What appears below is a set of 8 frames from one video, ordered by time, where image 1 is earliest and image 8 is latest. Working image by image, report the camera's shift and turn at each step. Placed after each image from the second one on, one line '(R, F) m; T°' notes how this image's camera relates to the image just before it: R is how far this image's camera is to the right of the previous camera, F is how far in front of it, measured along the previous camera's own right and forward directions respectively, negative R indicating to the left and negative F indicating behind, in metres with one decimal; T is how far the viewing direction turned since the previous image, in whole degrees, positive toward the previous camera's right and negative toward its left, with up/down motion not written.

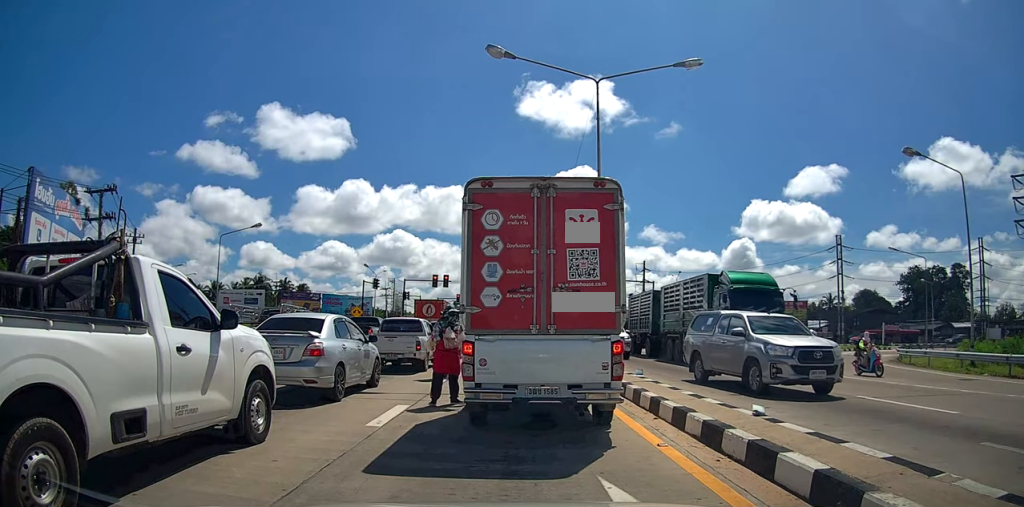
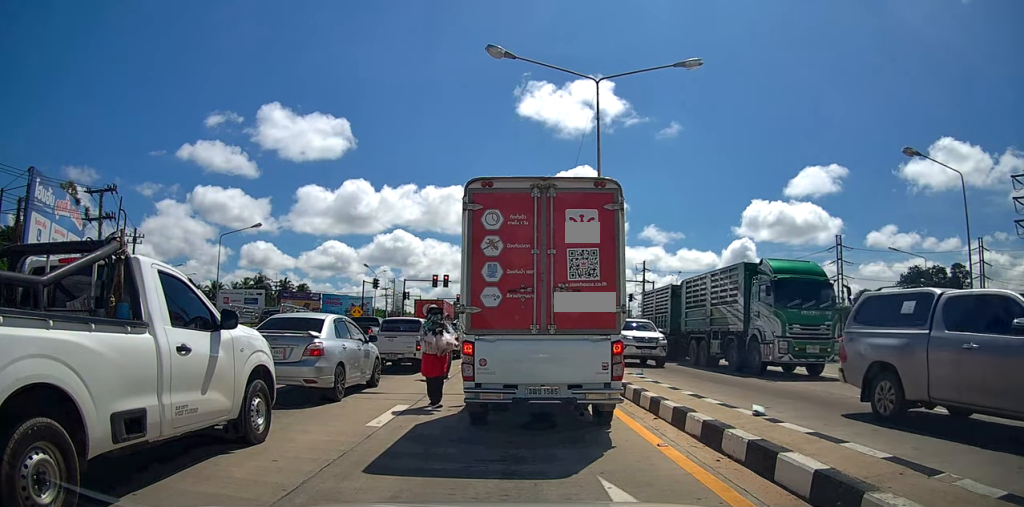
(0.0, 0.0) m; 0°
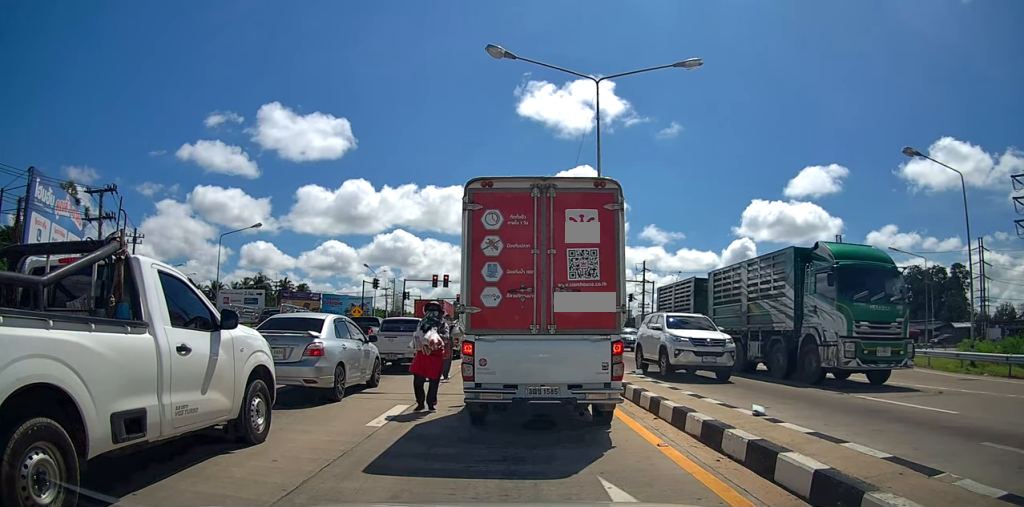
(0.0, 0.0) m; 0°
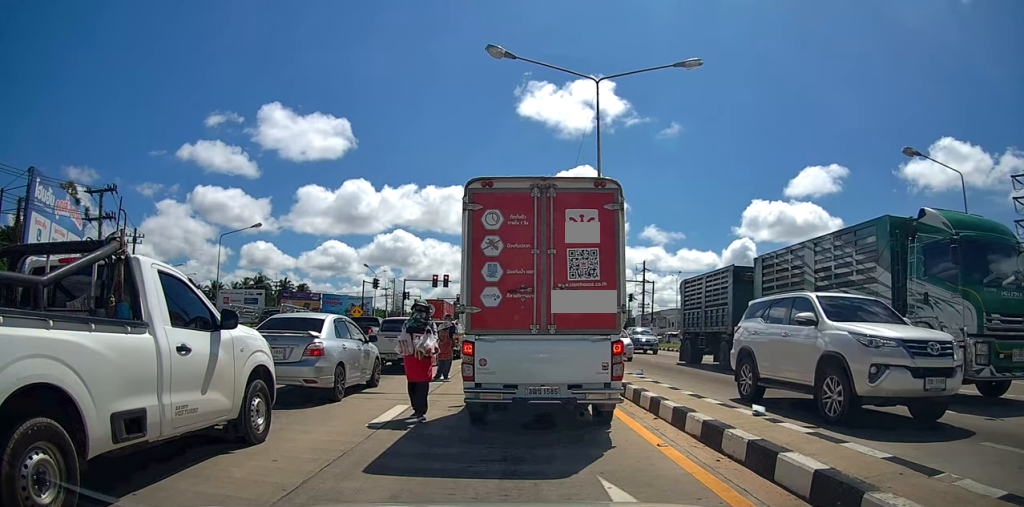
(0.0, 0.0) m; 0°
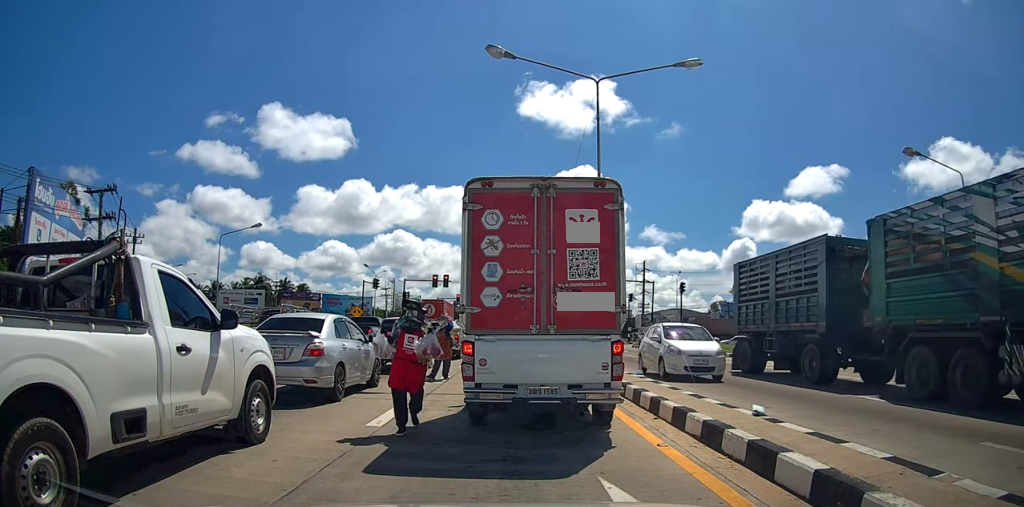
(0.0, 0.0) m; 0°
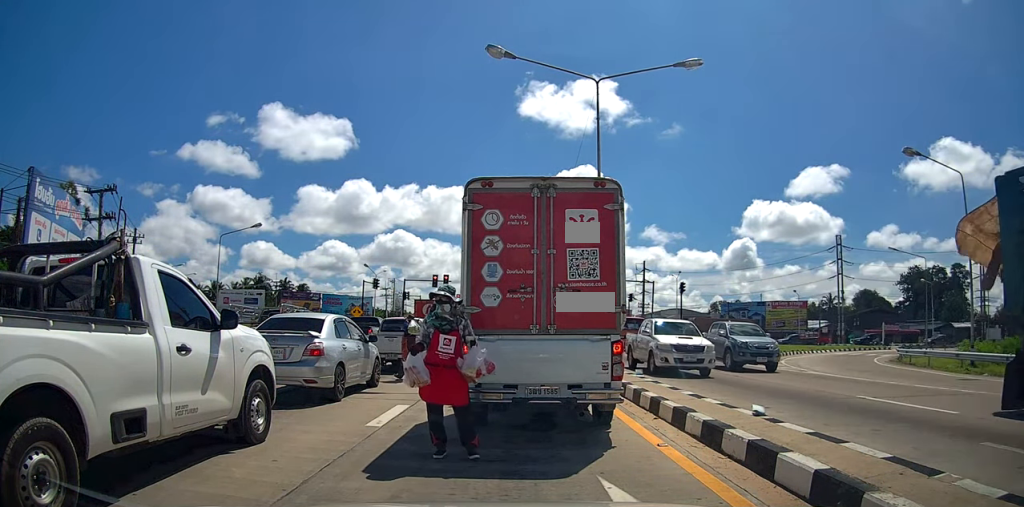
(0.0, 0.0) m; 0°
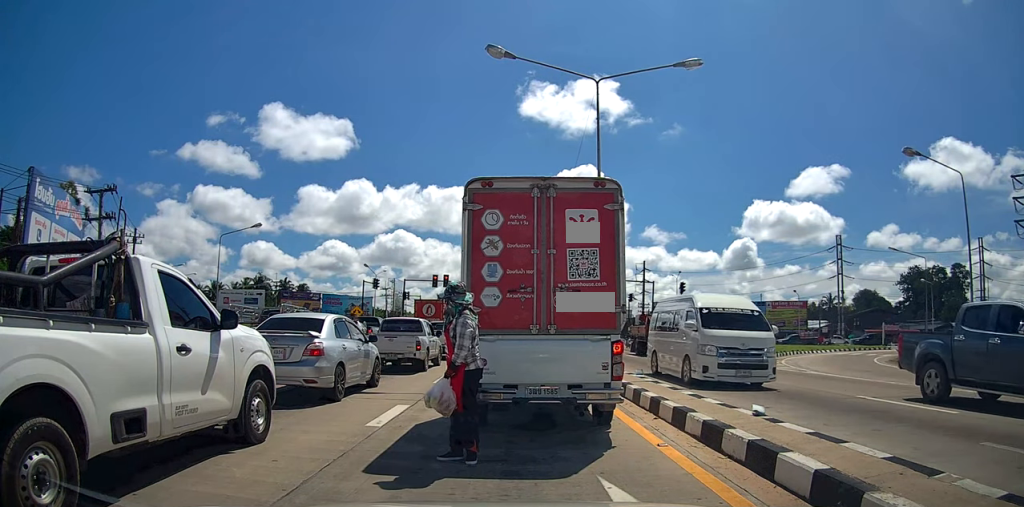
(0.0, 0.0) m; 0°
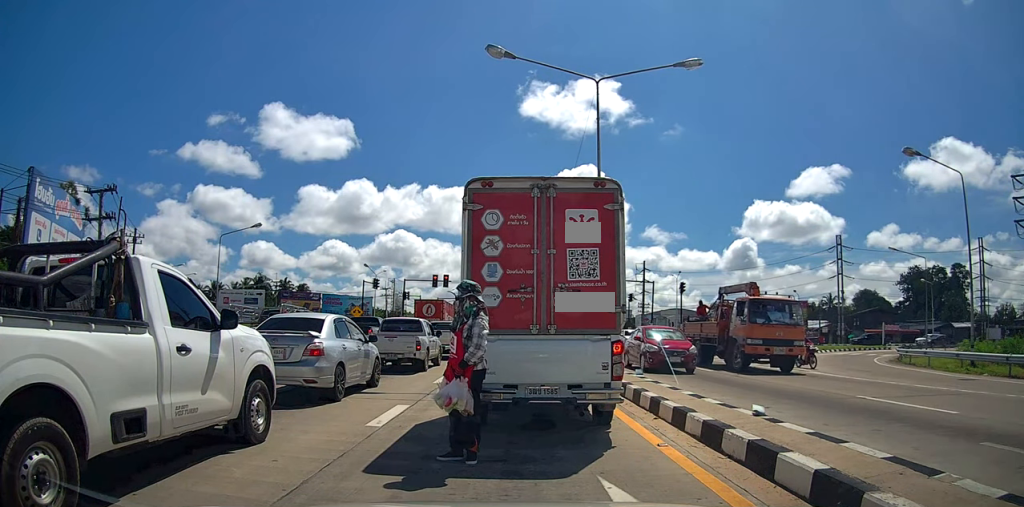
(0.0, 0.0) m; 0°
